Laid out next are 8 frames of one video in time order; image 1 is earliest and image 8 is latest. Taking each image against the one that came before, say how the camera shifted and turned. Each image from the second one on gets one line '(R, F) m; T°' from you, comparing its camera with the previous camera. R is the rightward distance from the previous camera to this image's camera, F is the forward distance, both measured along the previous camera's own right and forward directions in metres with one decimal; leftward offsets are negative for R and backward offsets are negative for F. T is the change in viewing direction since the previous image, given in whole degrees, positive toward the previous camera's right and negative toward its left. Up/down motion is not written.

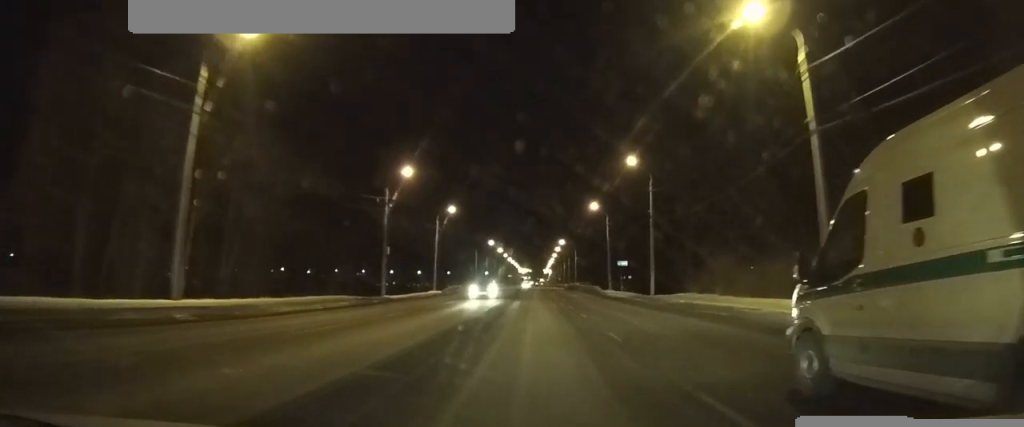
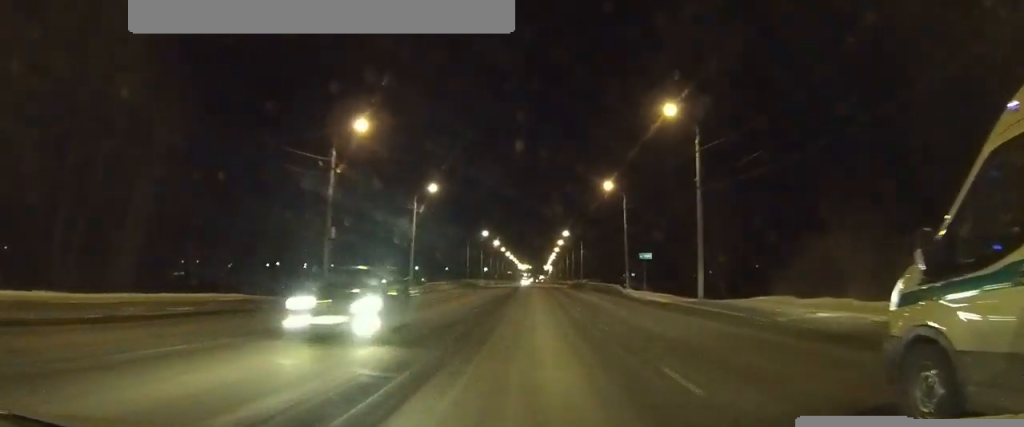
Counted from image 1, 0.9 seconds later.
(0.0, +15.0) m; 0°
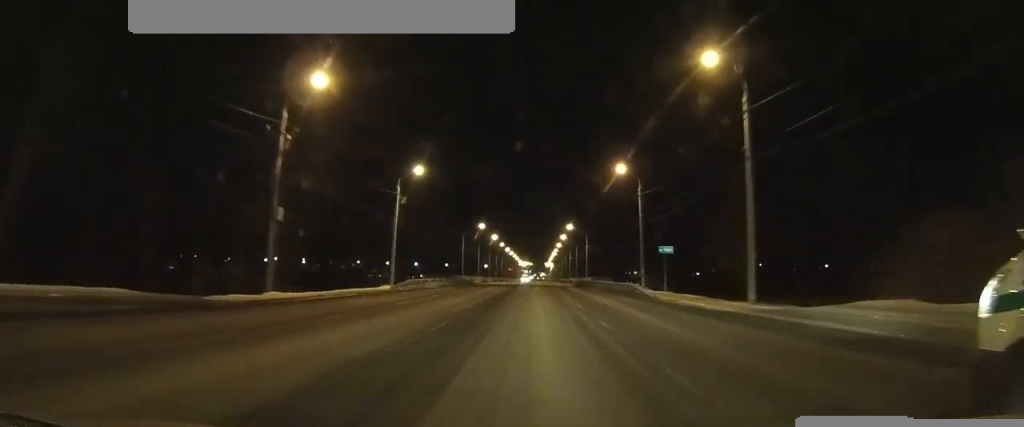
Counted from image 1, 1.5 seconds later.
(0.0, +8.9) m; 0°
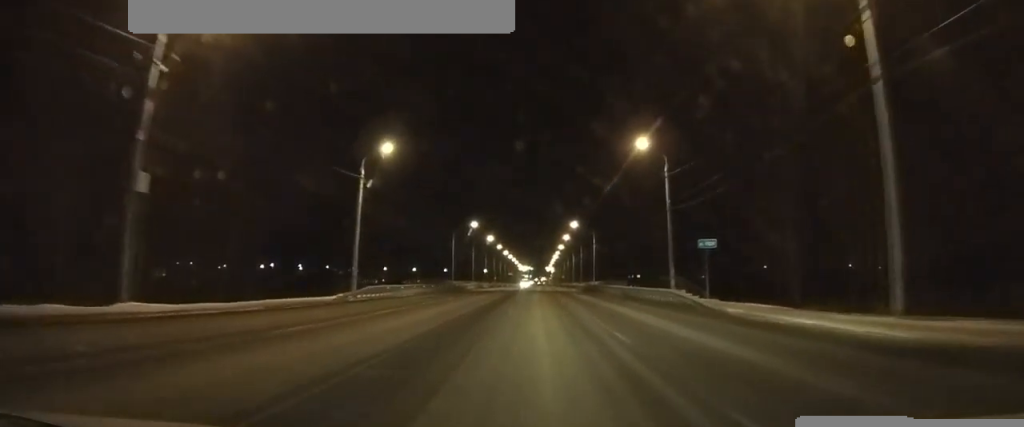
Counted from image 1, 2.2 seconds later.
(-0.1, +12.6) m; -1°
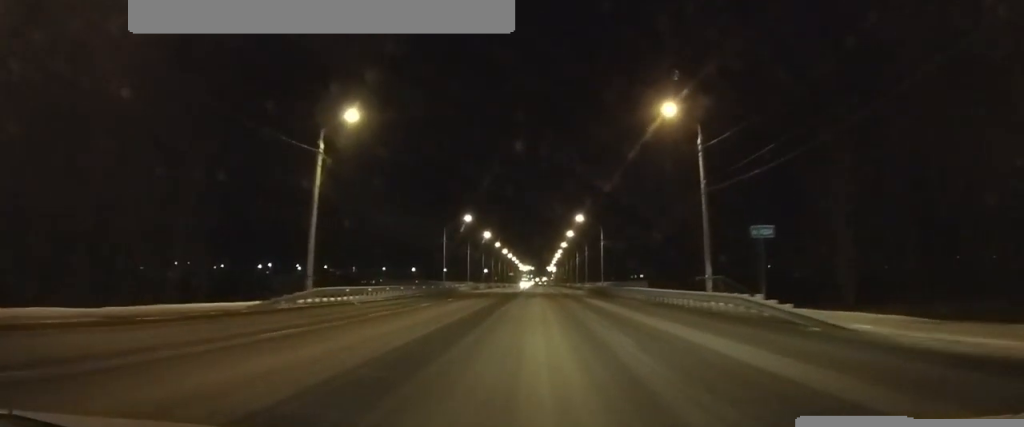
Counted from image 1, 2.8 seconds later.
(0.0, +9.6) m; 0°
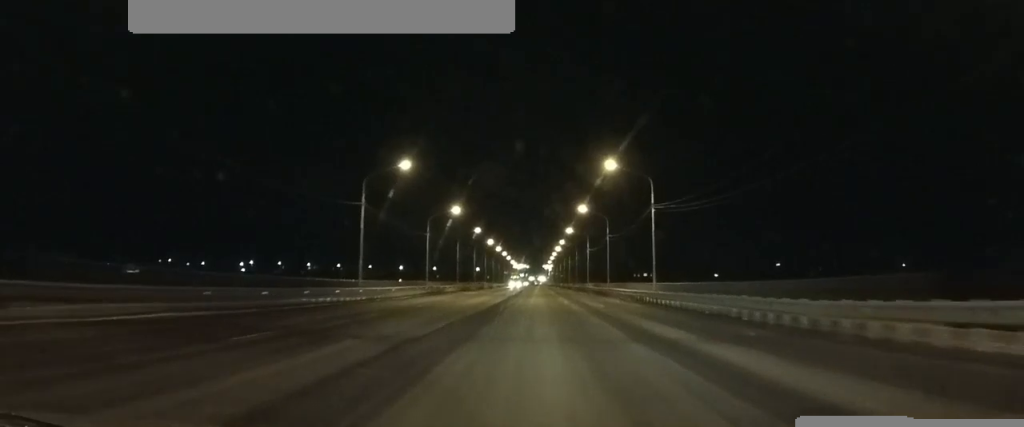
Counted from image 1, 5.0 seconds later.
(-0.1, +32.2) m; 0°
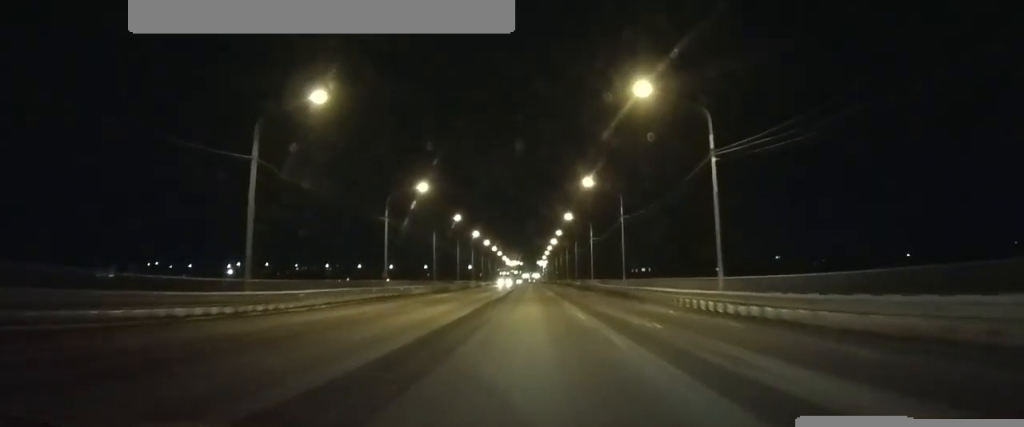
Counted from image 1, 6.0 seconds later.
(+0.1, +13.2) m; +1°
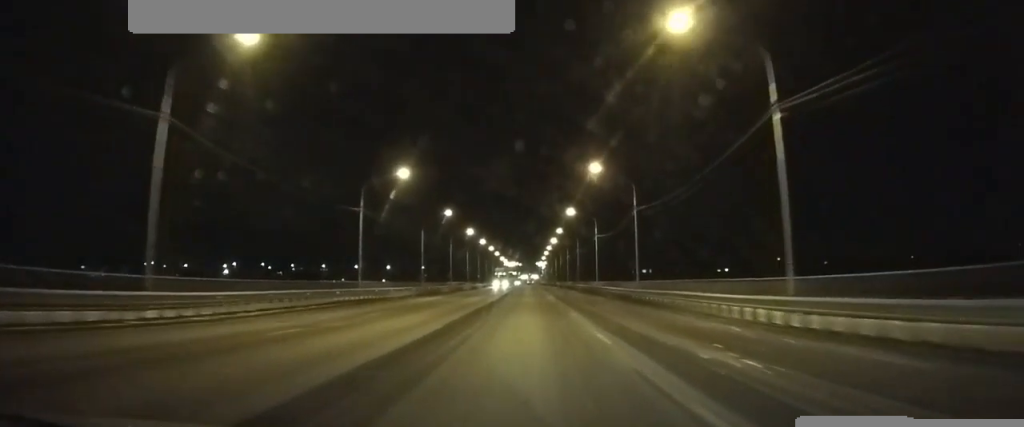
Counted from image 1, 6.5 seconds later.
(0.0, +6.0) m; 0°
